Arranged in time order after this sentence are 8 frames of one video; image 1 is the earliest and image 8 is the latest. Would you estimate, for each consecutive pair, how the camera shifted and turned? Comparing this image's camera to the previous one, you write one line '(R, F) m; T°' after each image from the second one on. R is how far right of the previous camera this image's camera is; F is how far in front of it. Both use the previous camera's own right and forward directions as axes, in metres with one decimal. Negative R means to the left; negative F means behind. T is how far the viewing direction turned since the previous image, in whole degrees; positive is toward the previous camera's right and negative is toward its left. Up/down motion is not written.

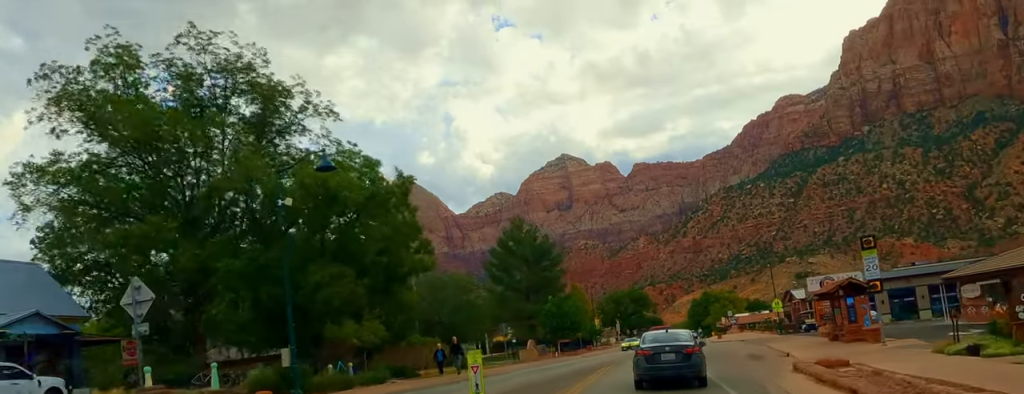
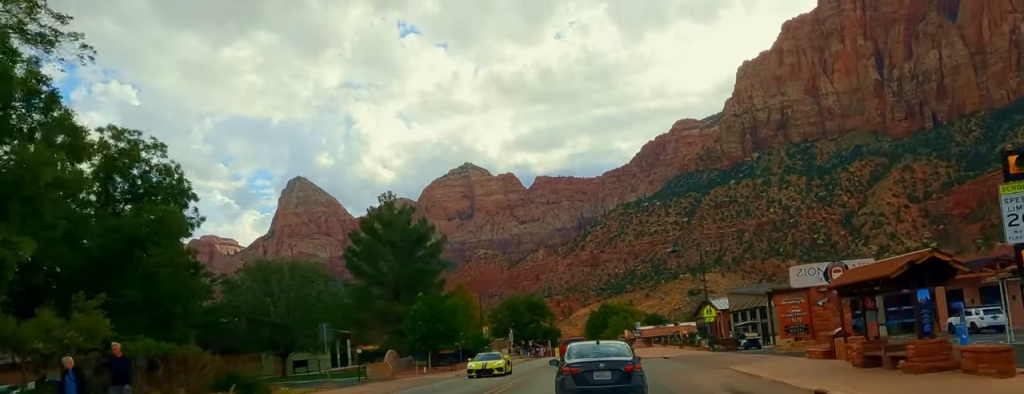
(+1.5, +16.4) m; +2°
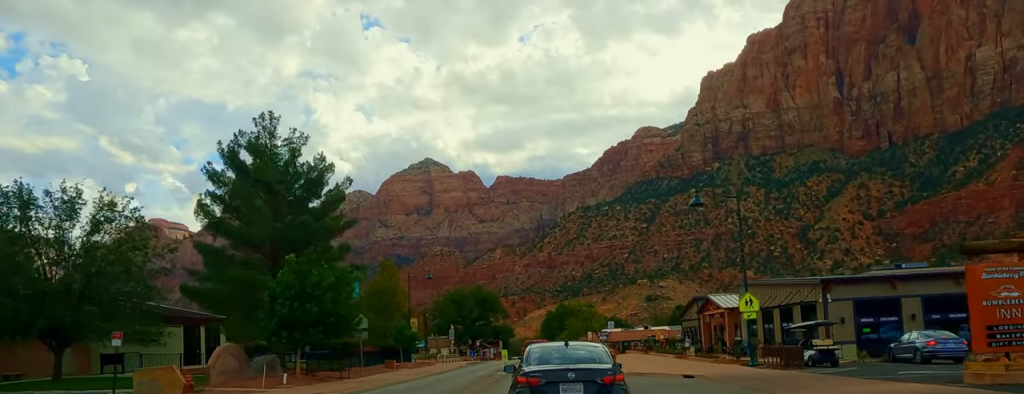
(-1.1, +19.5) m; -1°
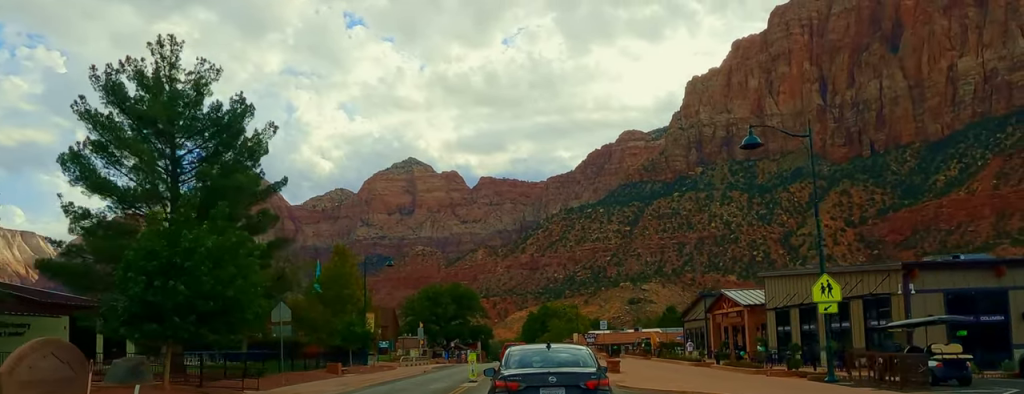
(+0.4, +11.0) m; +3°
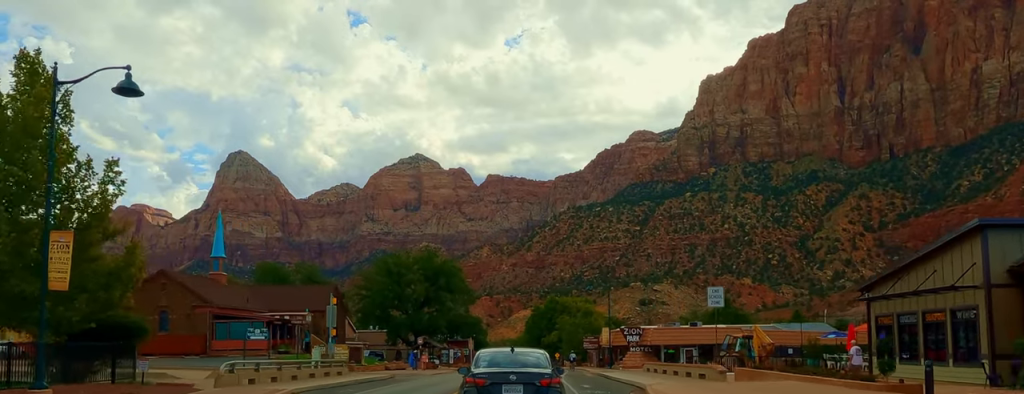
(-0.2, +38.5) m; +1°
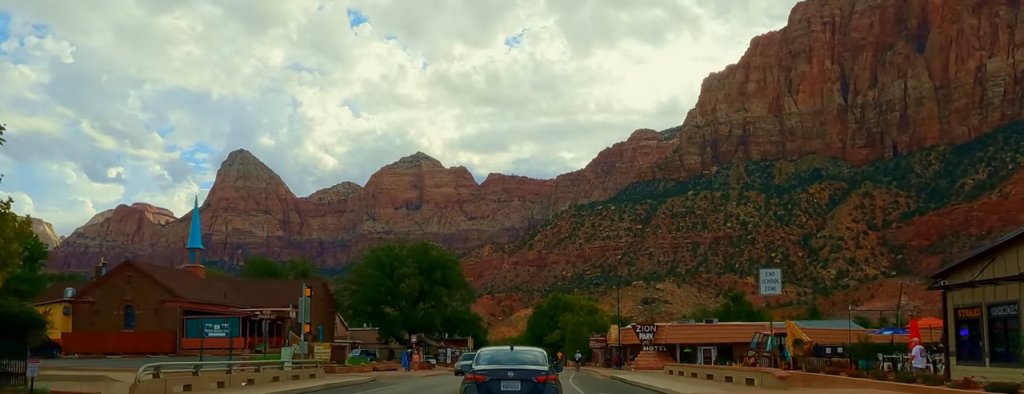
(0.0, +6.1) m; +1°
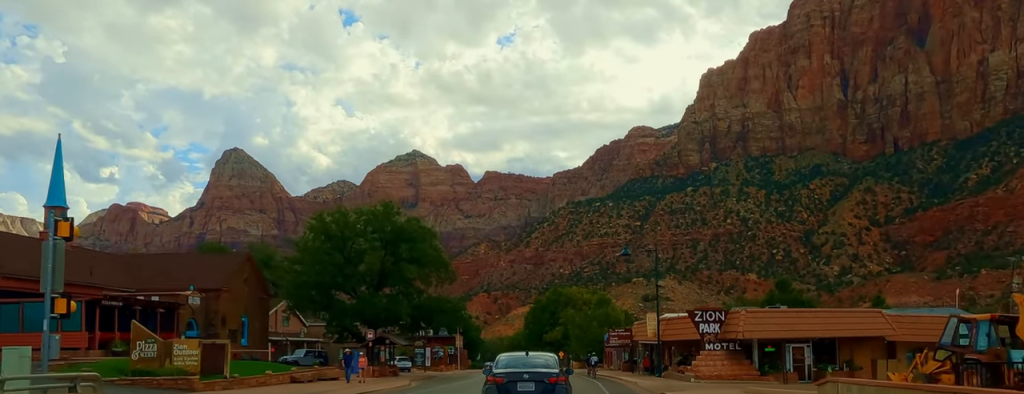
(+0.3, +21.4) m; +1°
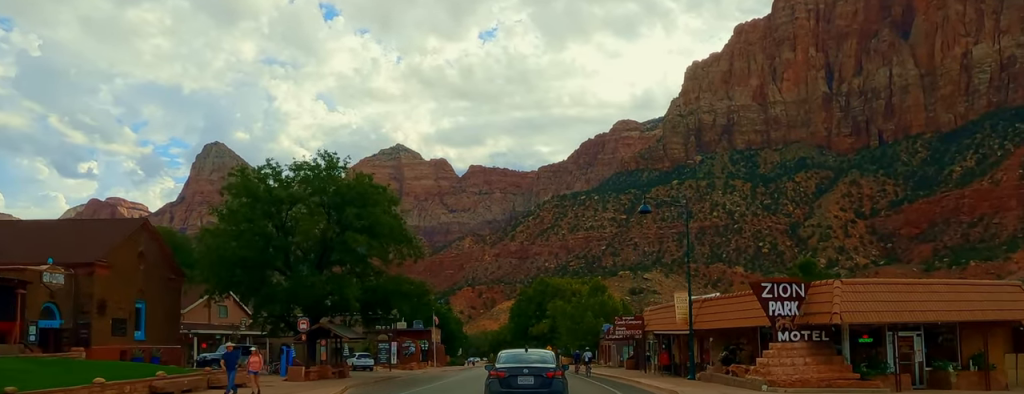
(0.0, +13.2) m; 0°
